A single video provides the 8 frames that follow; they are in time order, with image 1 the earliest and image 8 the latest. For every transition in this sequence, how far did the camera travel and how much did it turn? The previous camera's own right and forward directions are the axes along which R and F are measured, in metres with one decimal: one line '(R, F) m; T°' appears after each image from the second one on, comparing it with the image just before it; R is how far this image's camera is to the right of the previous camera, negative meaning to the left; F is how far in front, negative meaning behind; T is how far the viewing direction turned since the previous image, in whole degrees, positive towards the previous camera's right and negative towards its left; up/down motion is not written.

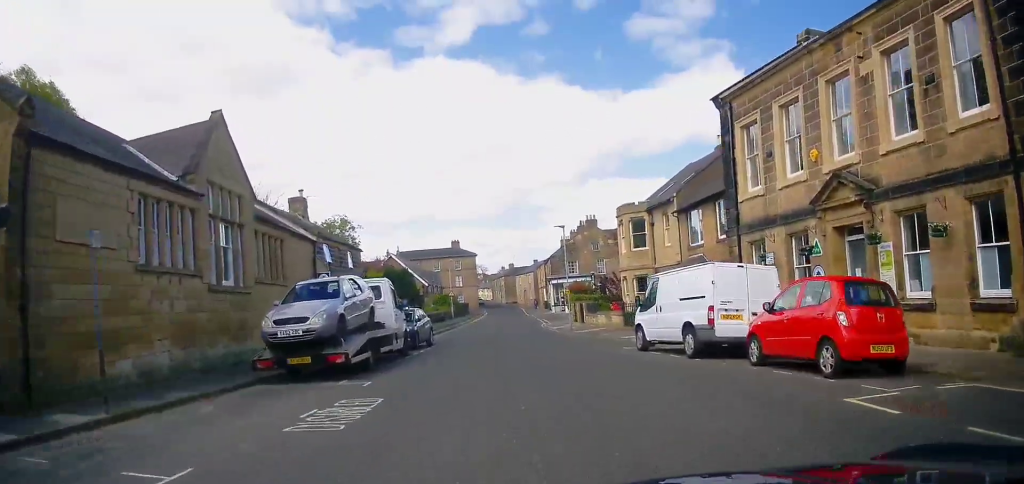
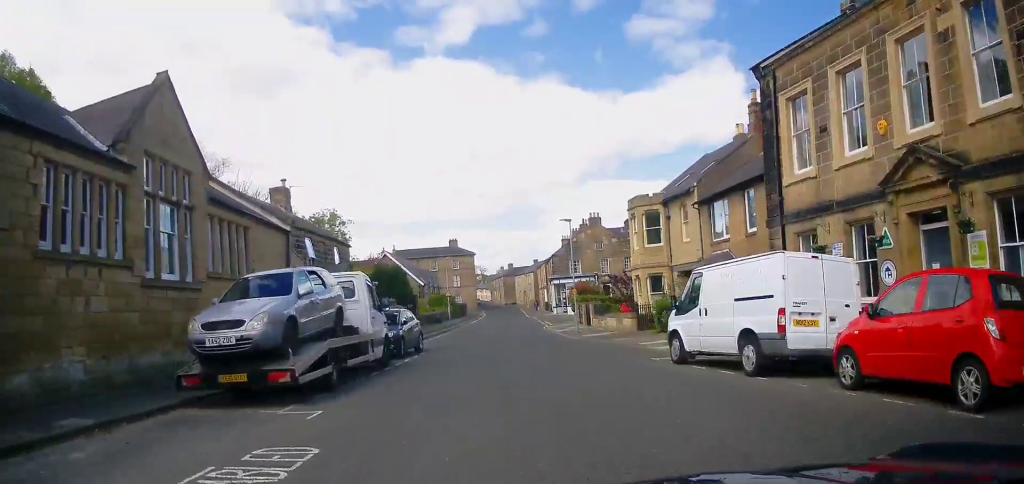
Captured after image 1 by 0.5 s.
(+0.2, +3.1) m; +2°
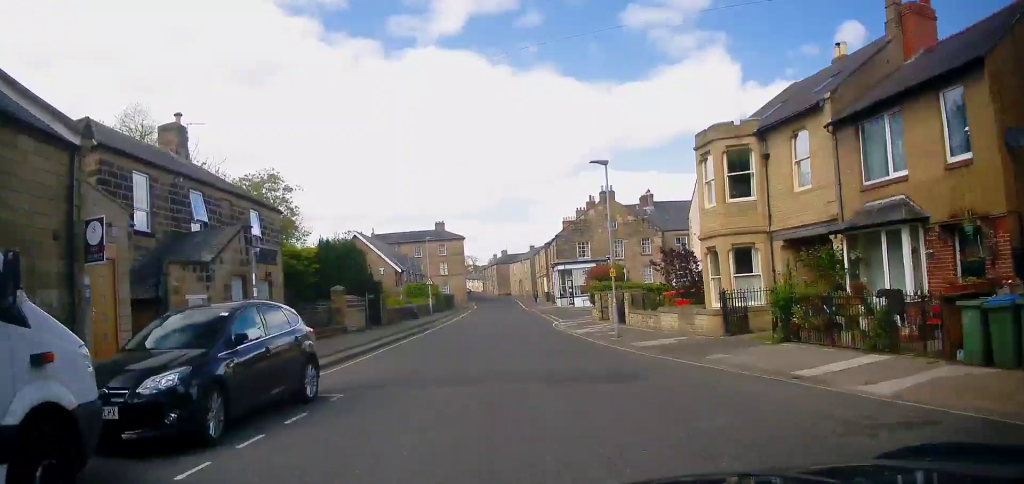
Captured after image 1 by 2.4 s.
(+0.3, +11.8) m; -2°
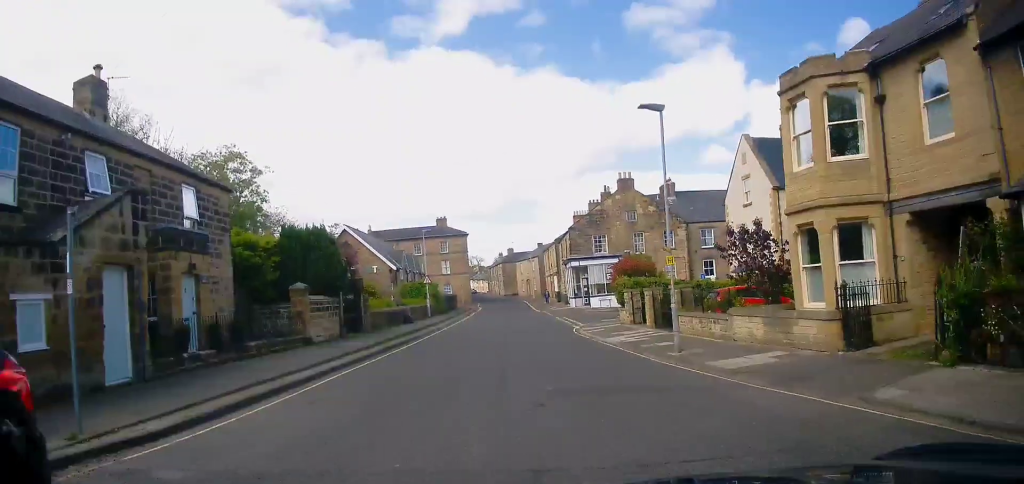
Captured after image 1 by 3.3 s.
(-0.3, +5.9) m; -2°
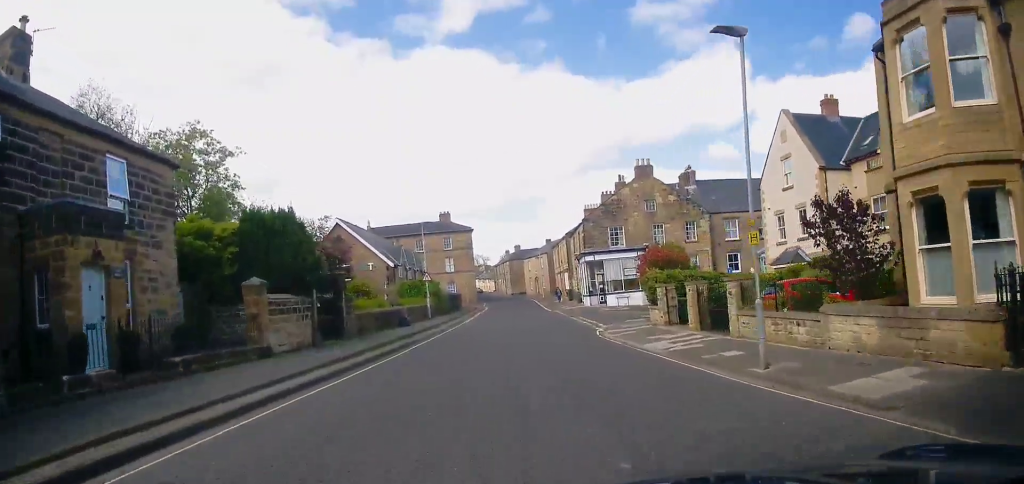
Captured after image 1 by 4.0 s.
(-0.1, +4.5) m; +2°
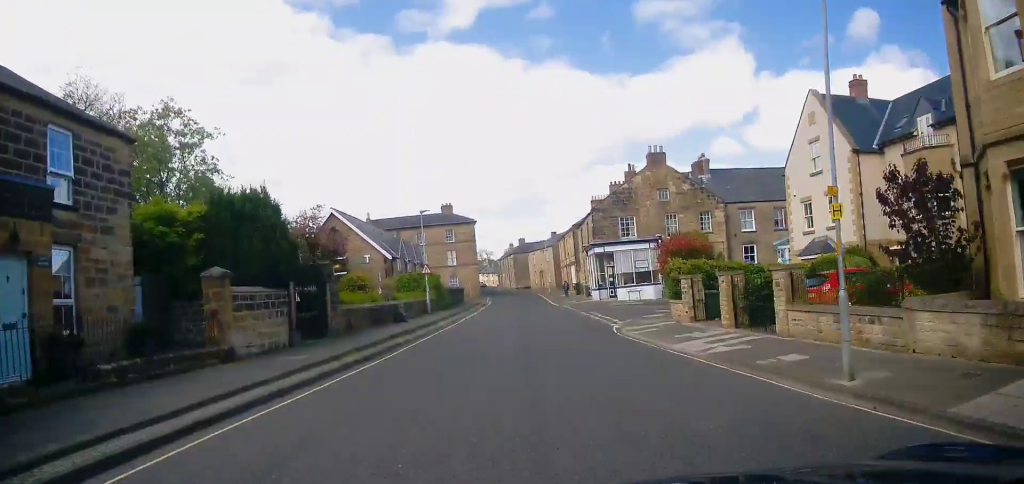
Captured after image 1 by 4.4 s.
(+0.1, +2.5) m; +2°
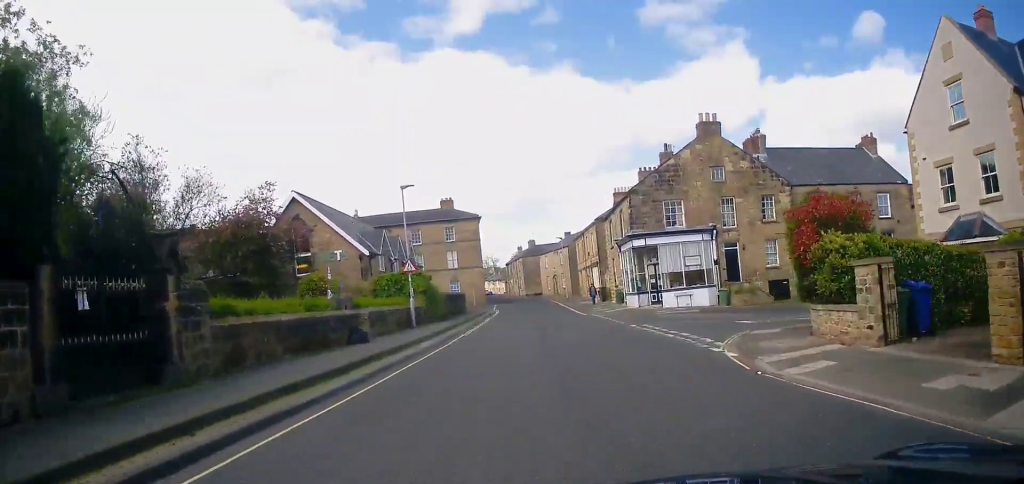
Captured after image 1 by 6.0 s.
(+0.3, +9.9) m; +2°
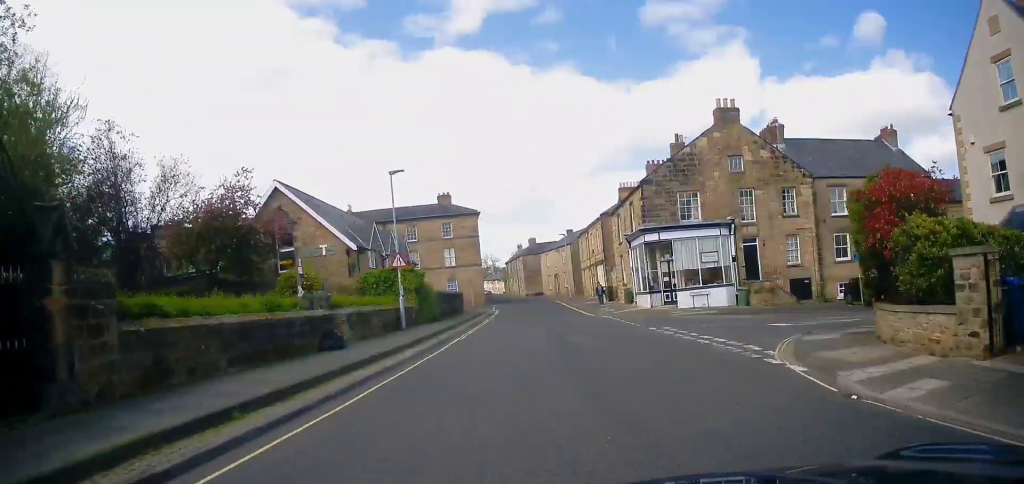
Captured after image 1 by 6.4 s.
(0.0, +2.9) m; 0°
